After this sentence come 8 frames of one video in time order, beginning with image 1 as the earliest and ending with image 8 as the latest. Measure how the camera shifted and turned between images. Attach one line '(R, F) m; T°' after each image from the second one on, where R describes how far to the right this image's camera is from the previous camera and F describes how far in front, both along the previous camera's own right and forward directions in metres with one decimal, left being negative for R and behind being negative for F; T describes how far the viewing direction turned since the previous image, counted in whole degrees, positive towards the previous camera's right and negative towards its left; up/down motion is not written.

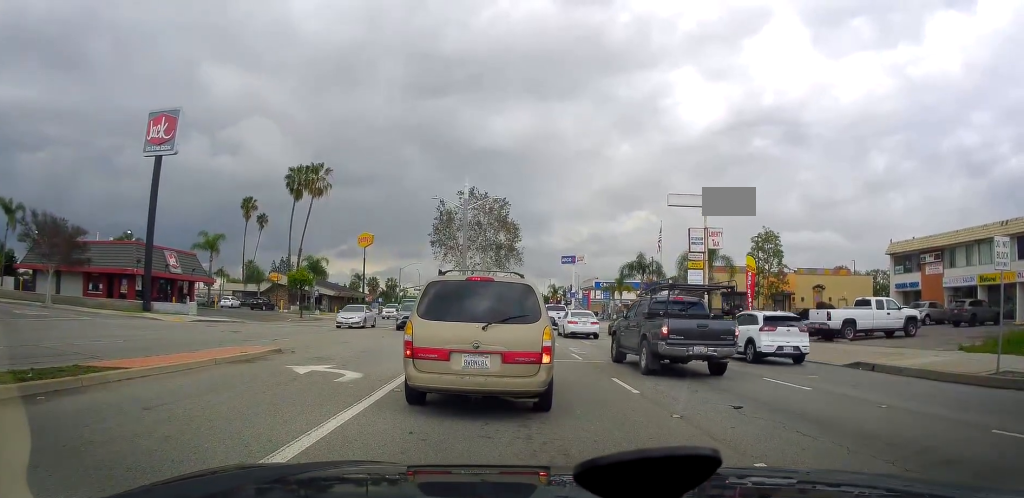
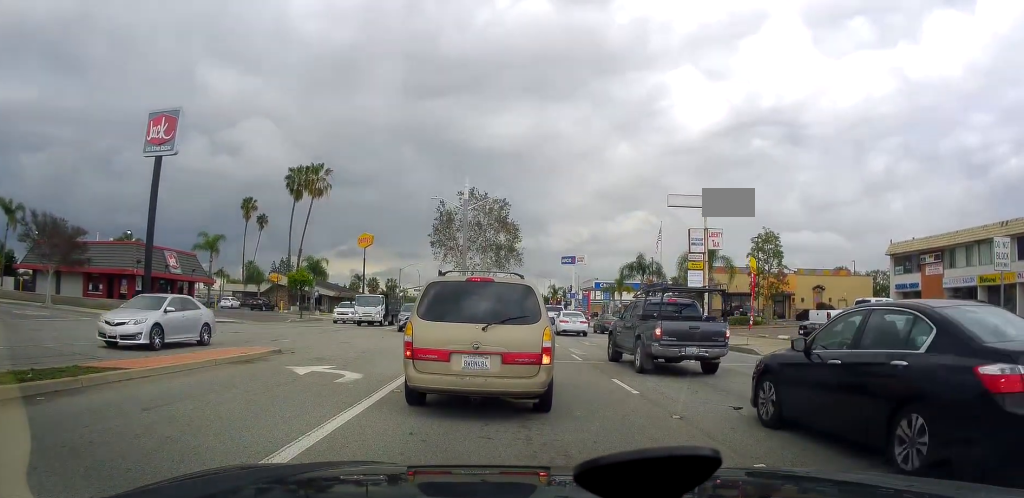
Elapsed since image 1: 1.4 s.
(0.0, 0.0) m; 0°
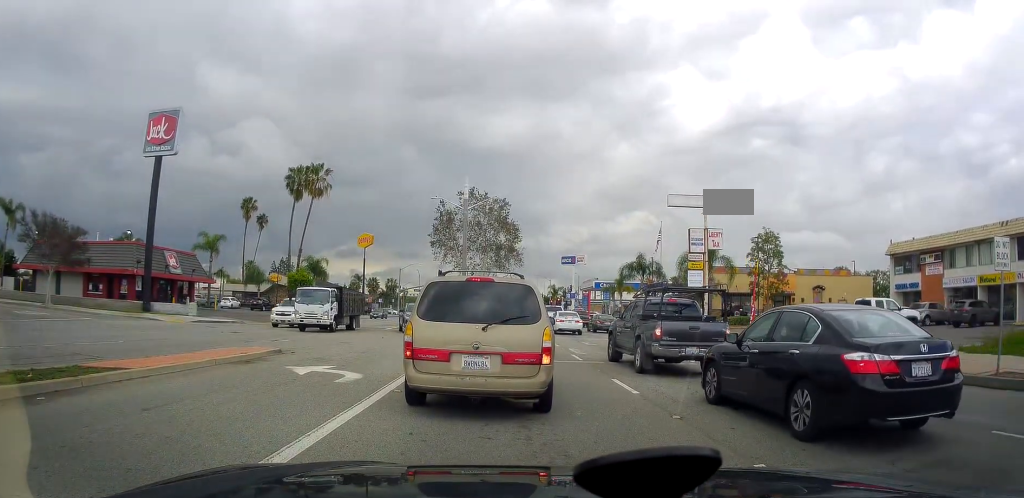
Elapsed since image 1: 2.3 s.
(0.0, 0.0) m; 0°
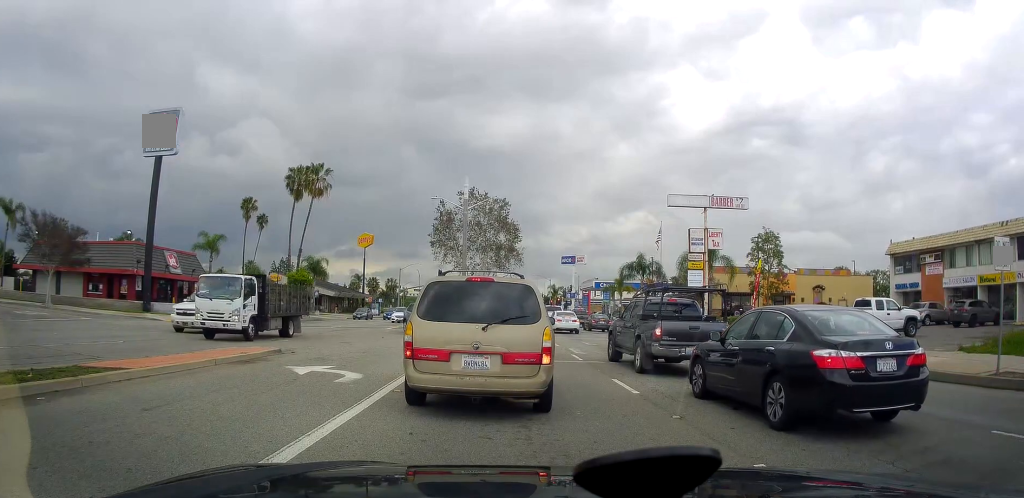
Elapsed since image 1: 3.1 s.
(0.0, 0.0) m; 0°
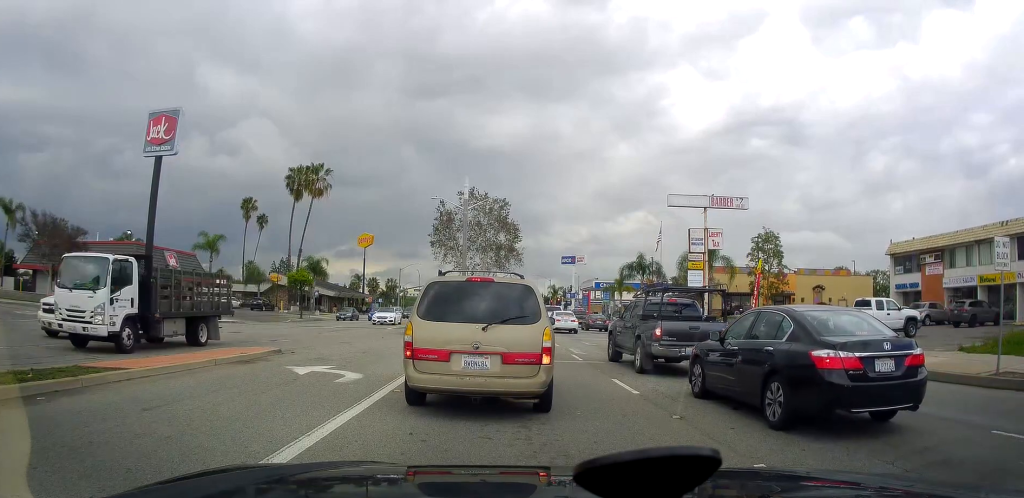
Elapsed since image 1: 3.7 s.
(0.0, 0.0) m; 0°
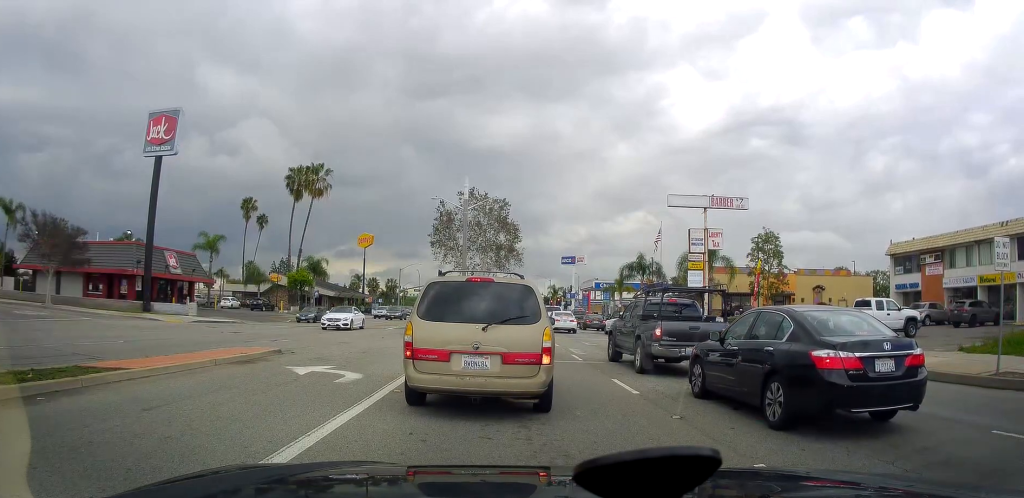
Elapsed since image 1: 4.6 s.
(0.0, 0.0) m; 0°
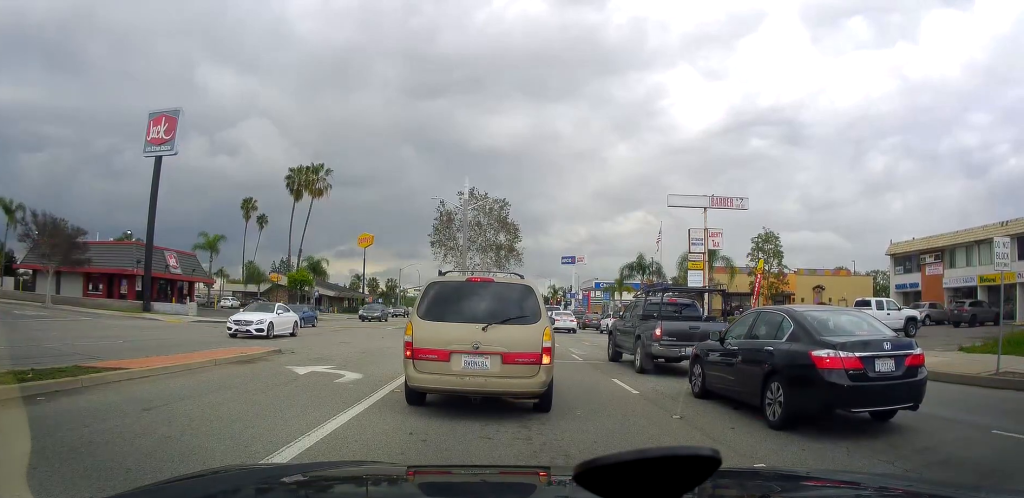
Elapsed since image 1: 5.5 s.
(0.0, 0.0) m; 0°
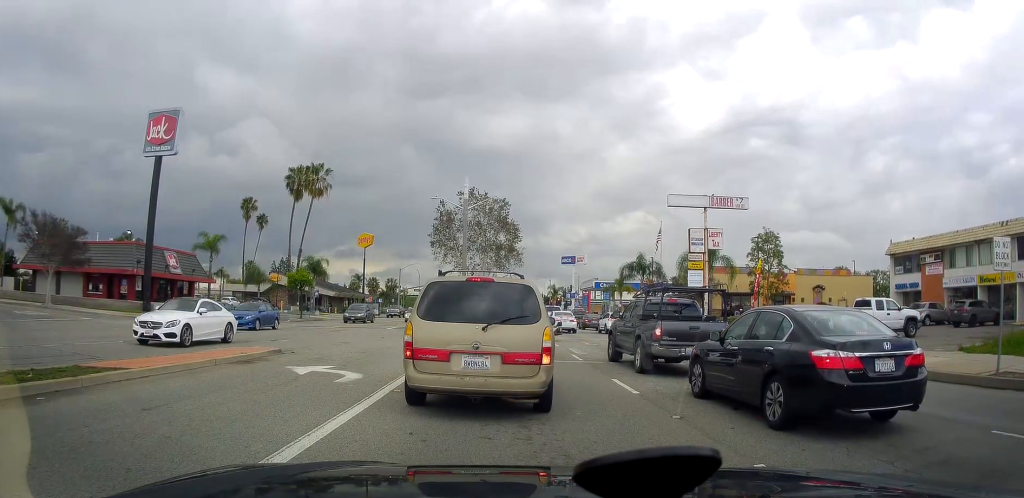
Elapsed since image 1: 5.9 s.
(0.0, 0.0) m; 0°
